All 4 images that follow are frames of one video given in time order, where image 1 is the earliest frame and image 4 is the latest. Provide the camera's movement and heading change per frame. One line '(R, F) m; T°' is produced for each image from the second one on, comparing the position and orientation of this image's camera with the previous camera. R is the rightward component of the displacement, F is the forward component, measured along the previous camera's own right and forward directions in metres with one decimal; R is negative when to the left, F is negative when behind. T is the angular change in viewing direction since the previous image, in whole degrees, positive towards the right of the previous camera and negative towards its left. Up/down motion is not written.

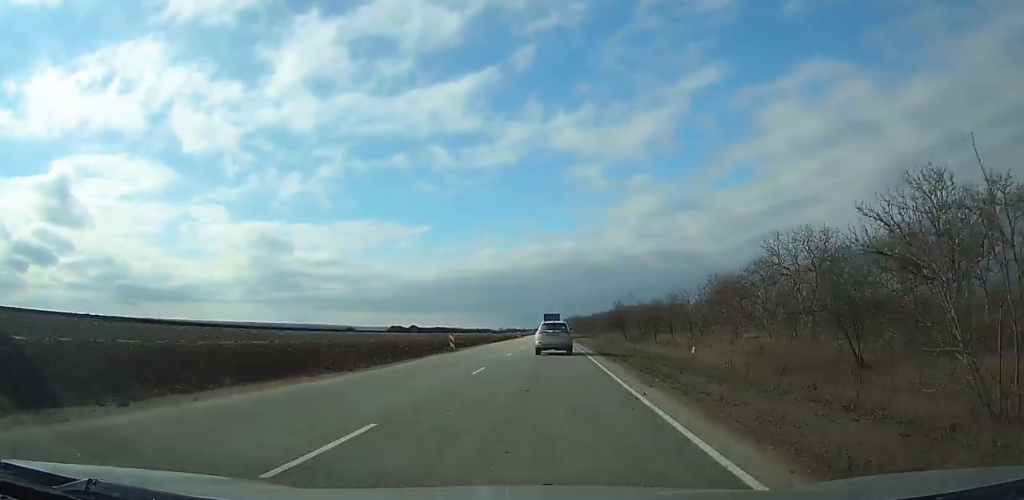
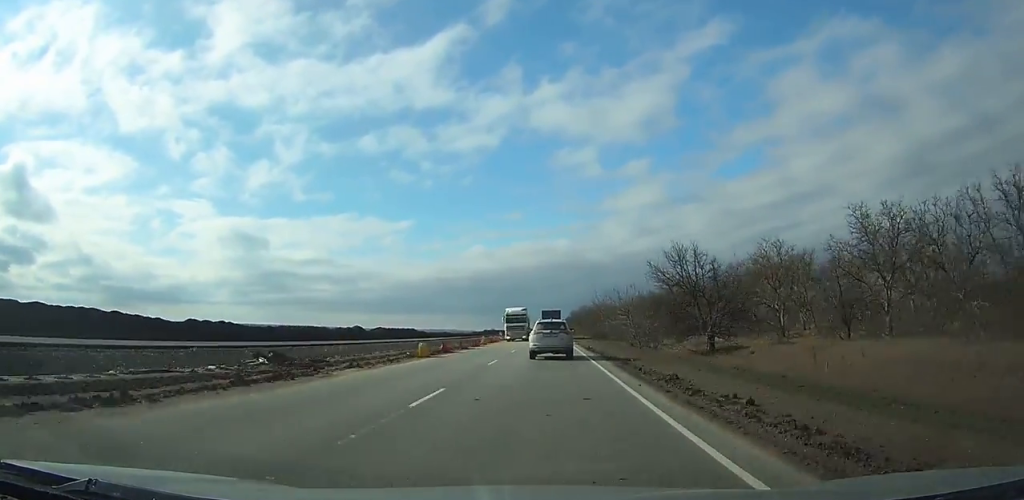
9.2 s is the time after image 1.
(+0.5, +209.6) m; 0°
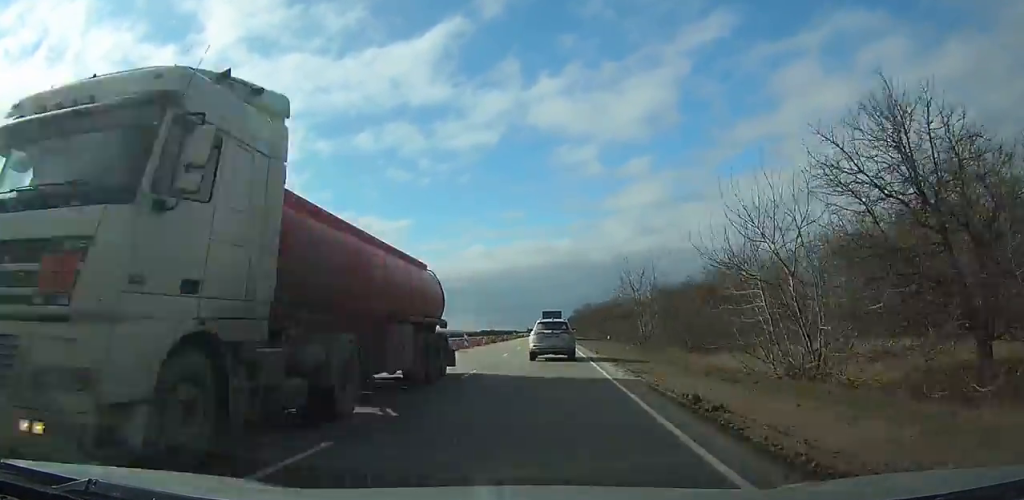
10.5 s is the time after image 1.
(0.0, +29.7) m; 0°
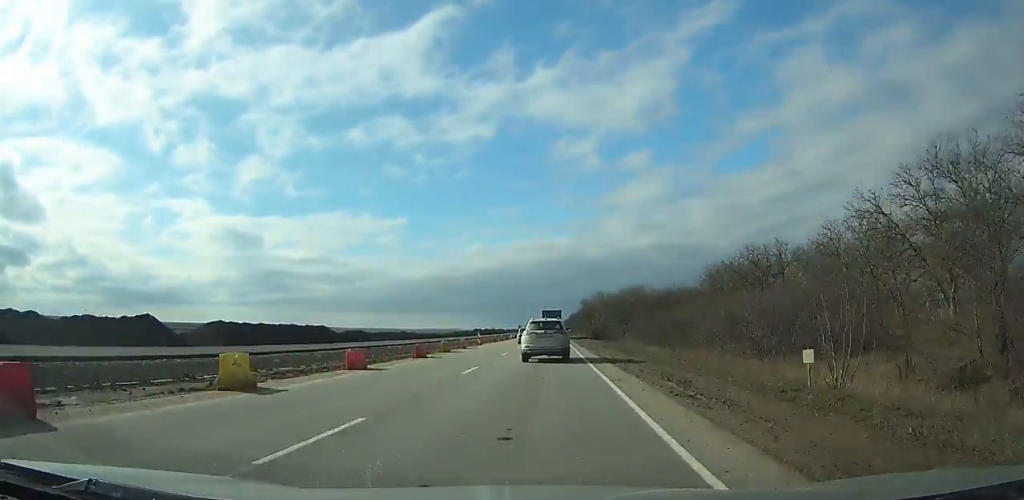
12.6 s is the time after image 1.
(-0.1, +45.5) m; 0°
